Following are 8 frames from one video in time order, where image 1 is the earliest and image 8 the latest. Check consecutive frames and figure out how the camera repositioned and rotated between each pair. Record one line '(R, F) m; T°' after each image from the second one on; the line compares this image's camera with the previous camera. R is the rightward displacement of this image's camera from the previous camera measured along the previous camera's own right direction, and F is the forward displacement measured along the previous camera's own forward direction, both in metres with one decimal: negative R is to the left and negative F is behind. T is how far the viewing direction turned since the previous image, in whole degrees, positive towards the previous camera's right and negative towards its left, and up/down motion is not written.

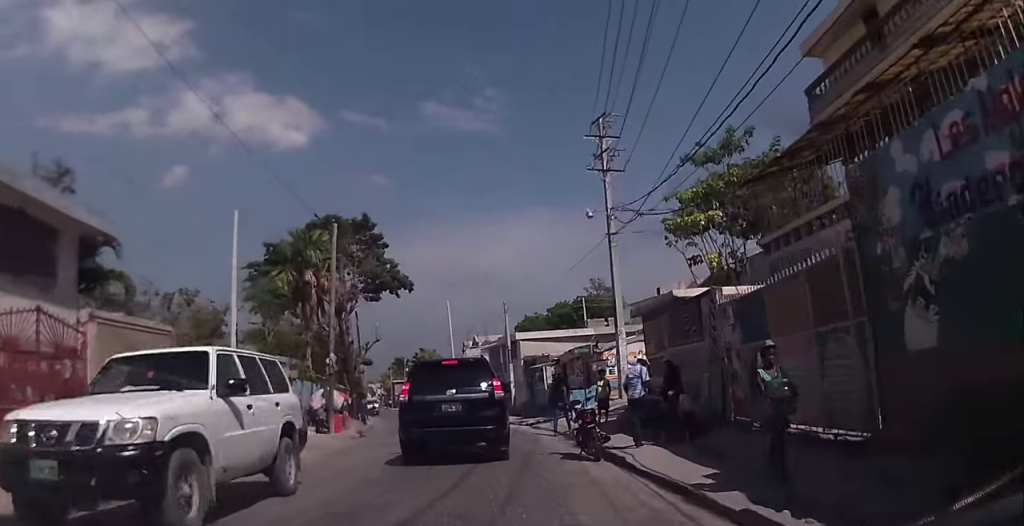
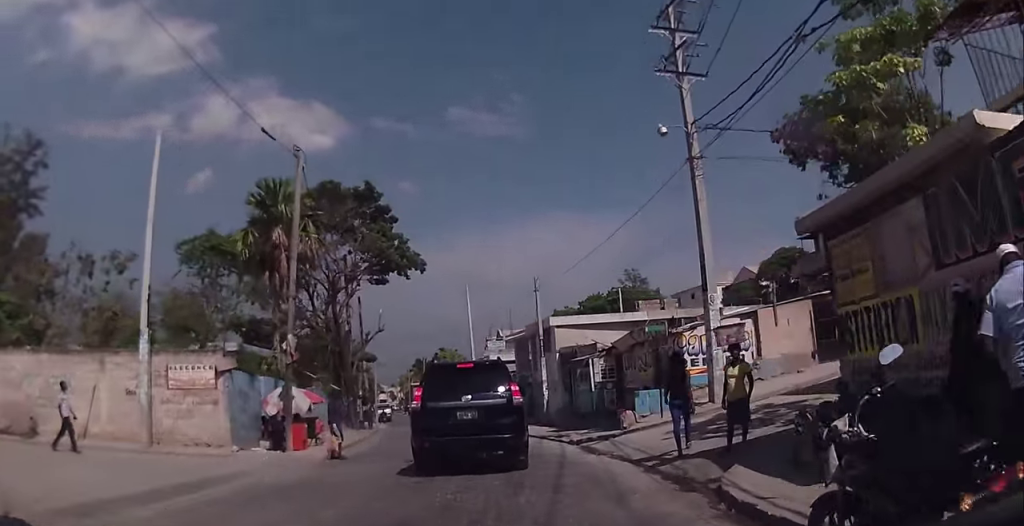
(-0.6, +9.3) m; -4°
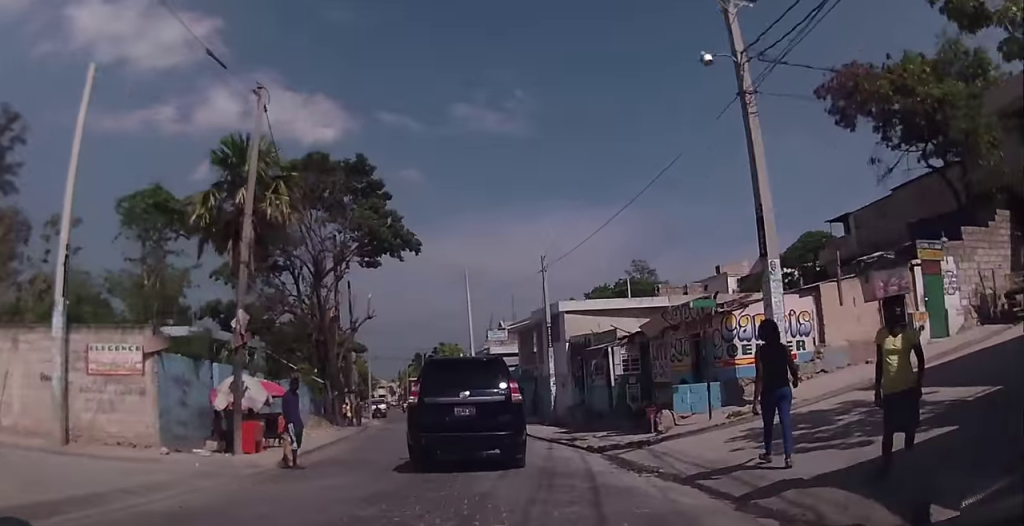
(0.0, +4.4) m; +1°
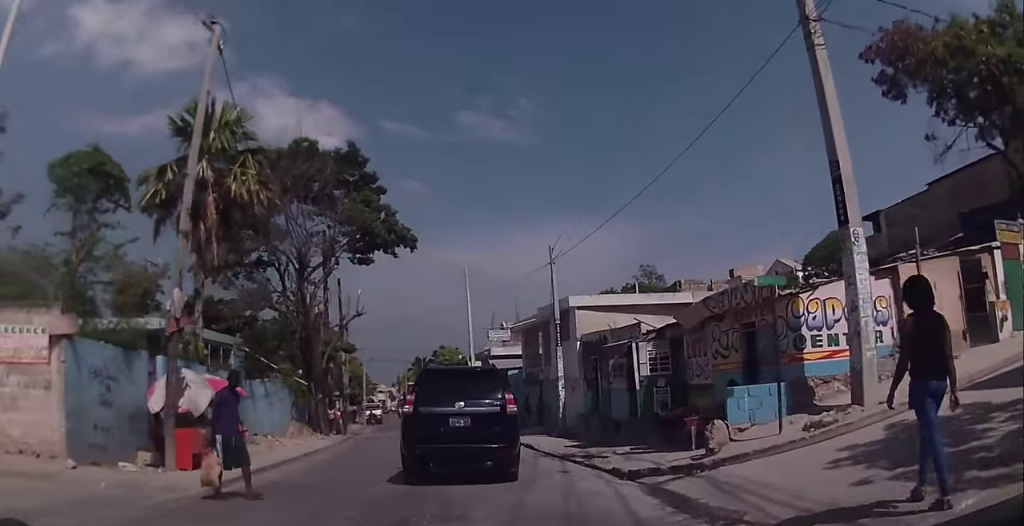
(0.0, +3.8) m; 0°
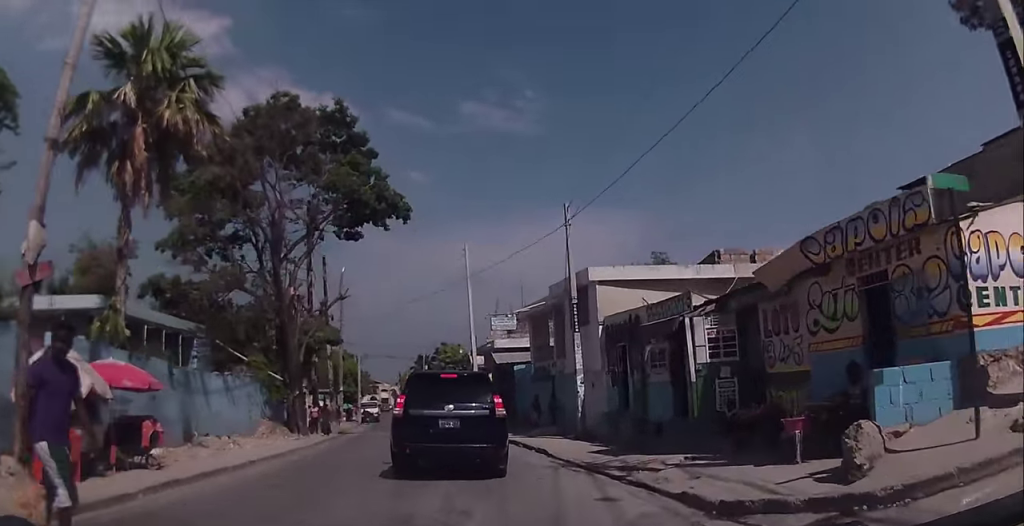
(+0.1, +4.9) m; -1°
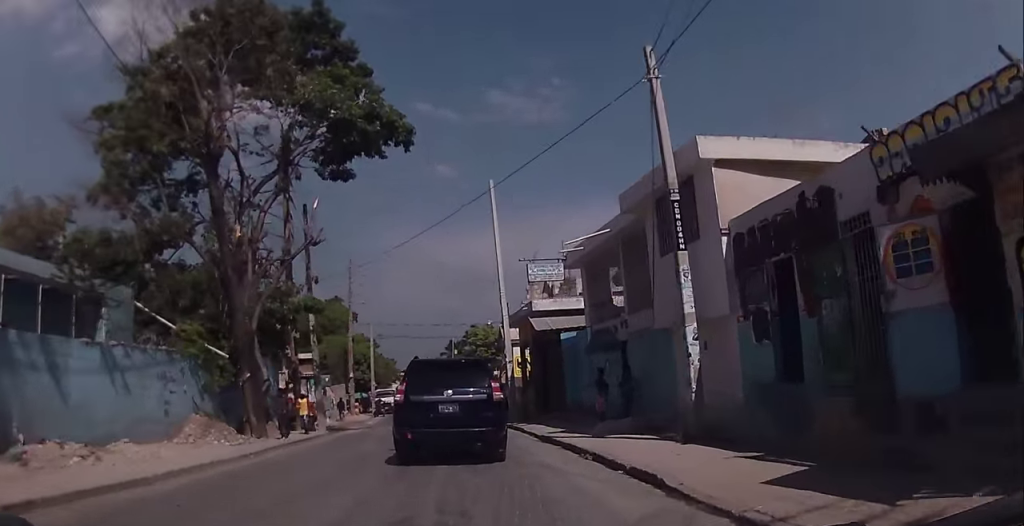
(-0.4, +9.3) m; -4°
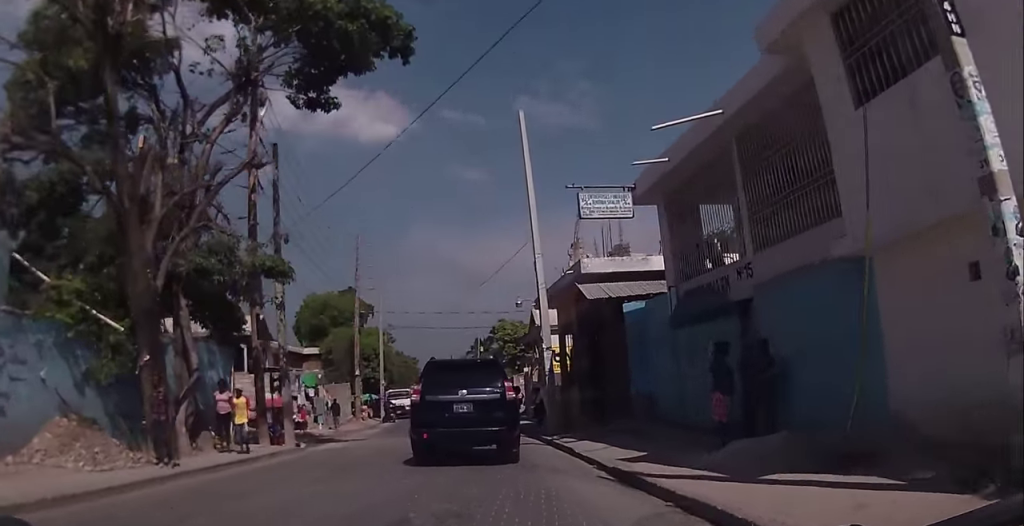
(0.0, +7.6) m; -1°
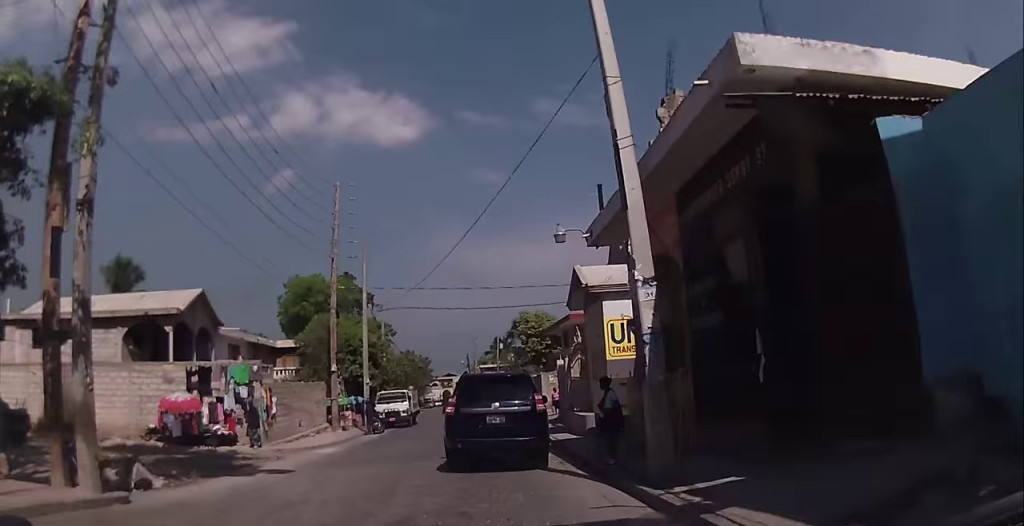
(-0.4, +11.6) m; -5°
